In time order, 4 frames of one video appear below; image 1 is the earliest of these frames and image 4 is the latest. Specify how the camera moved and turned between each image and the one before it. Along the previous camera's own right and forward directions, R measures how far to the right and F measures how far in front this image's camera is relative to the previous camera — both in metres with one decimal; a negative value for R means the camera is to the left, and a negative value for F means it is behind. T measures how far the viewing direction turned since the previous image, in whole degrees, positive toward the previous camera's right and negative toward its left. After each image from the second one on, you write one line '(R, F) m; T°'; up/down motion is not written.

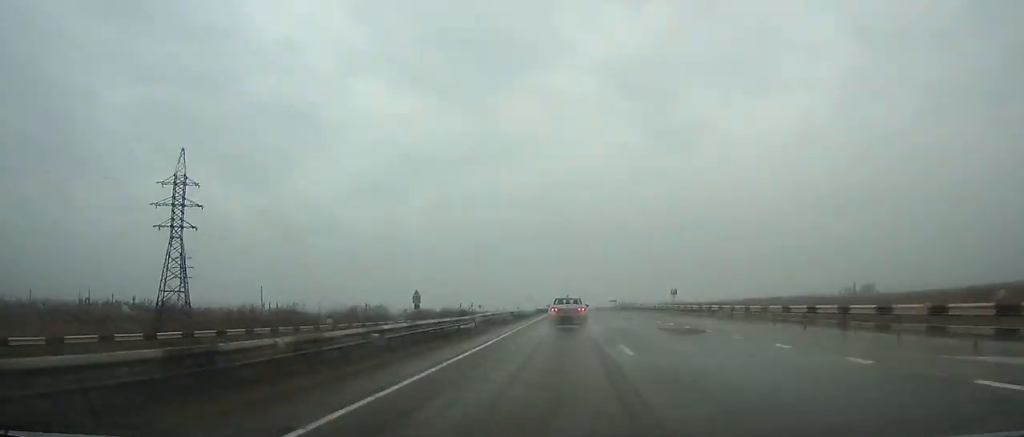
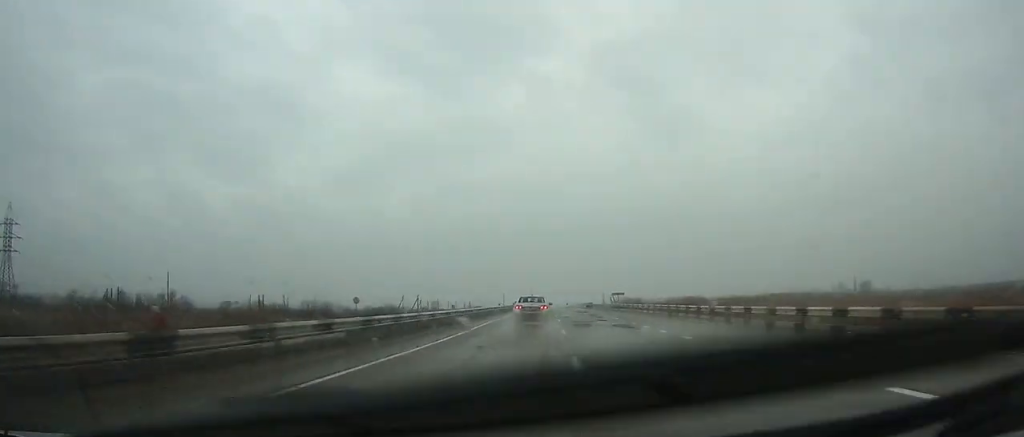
(+0.4, +63.4) m; 0°
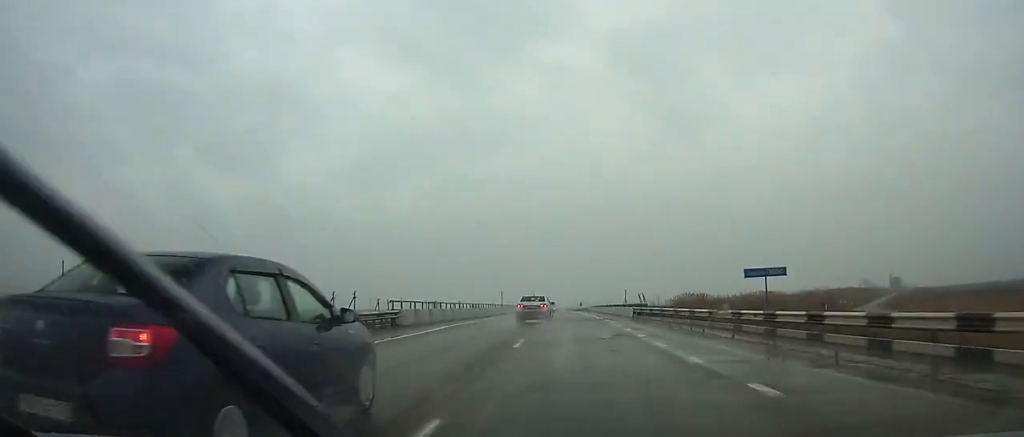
(0.0, +66.8) m; -1°
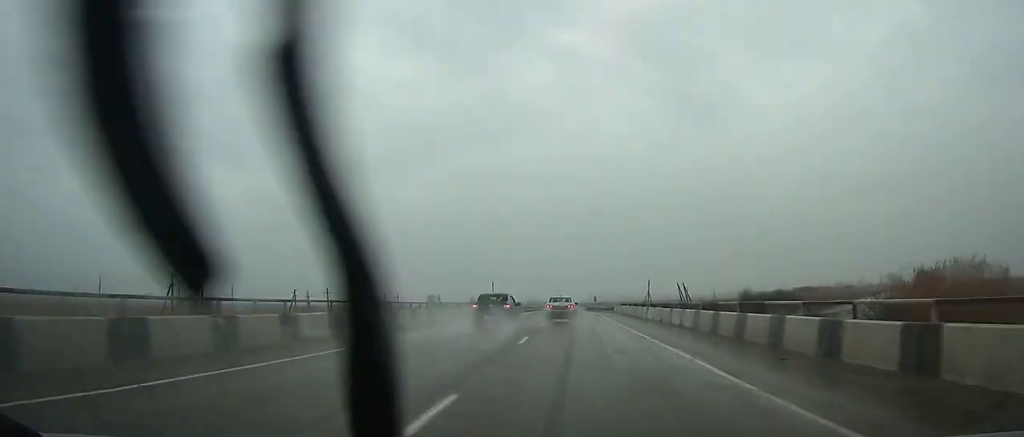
(-0.5, +57.7) m; -1°
